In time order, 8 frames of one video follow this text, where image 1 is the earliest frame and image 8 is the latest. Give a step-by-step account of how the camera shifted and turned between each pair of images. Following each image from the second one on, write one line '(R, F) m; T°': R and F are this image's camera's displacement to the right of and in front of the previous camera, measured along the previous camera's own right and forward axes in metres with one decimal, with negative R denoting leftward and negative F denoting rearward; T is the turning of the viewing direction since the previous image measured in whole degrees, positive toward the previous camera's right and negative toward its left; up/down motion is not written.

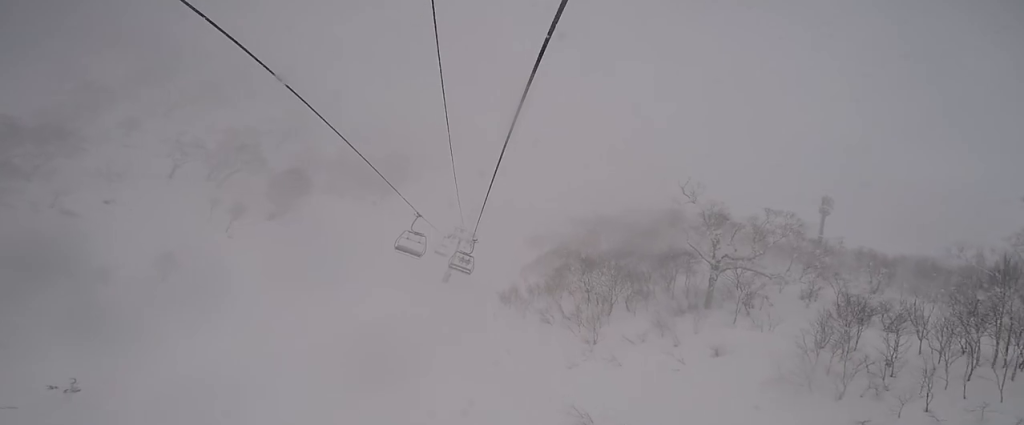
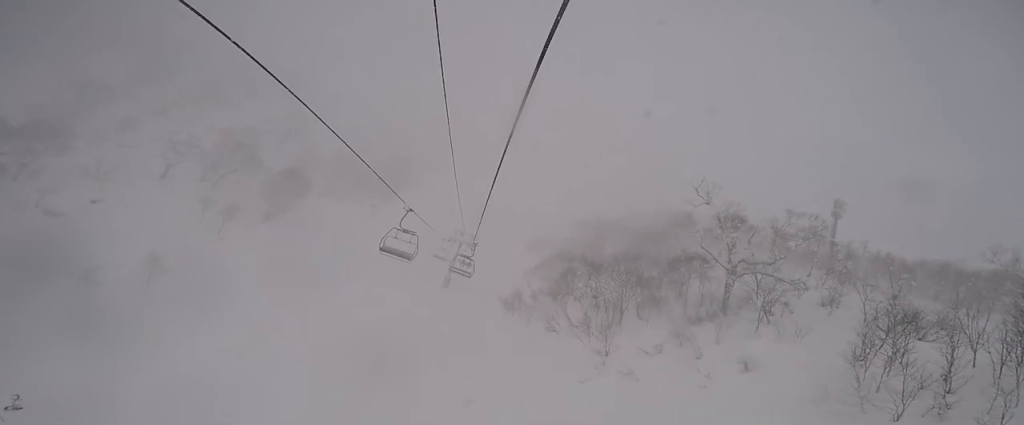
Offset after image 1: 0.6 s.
(-0.8, +2.6) m; +4°
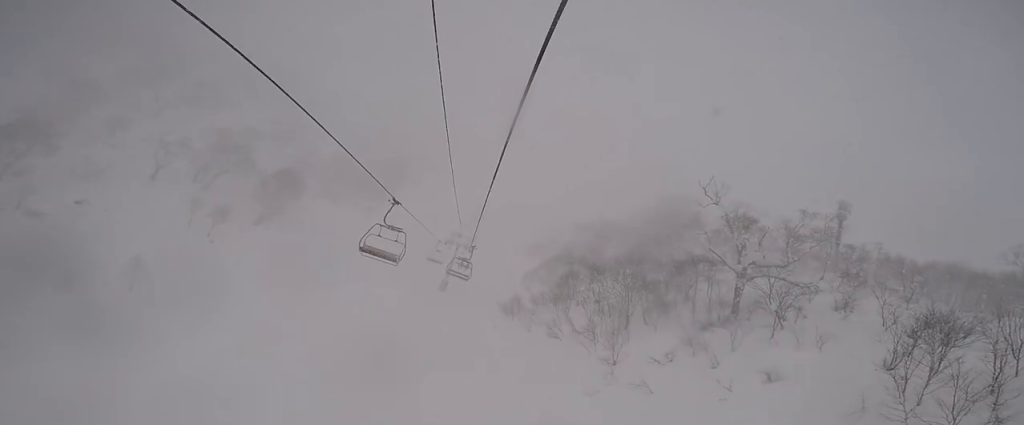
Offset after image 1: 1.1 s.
(+0.5, +1.8) m; 0°
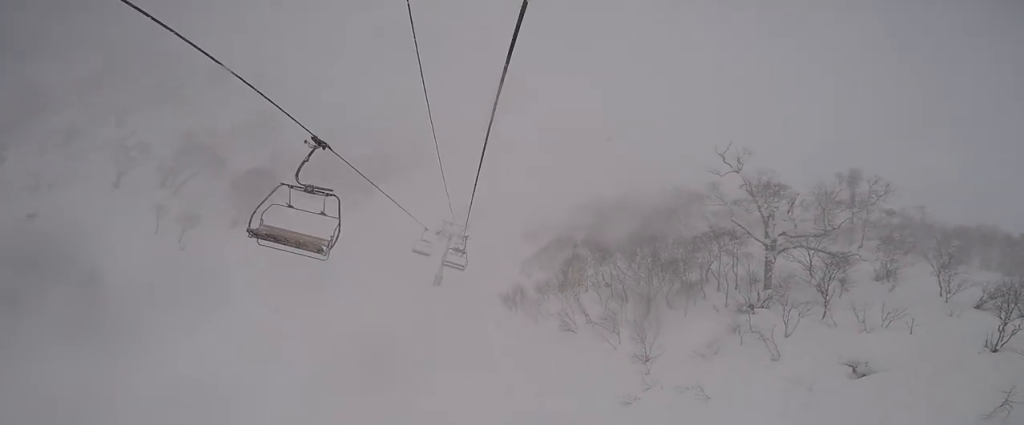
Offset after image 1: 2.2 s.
(+0.2, +4.3) m; 0°
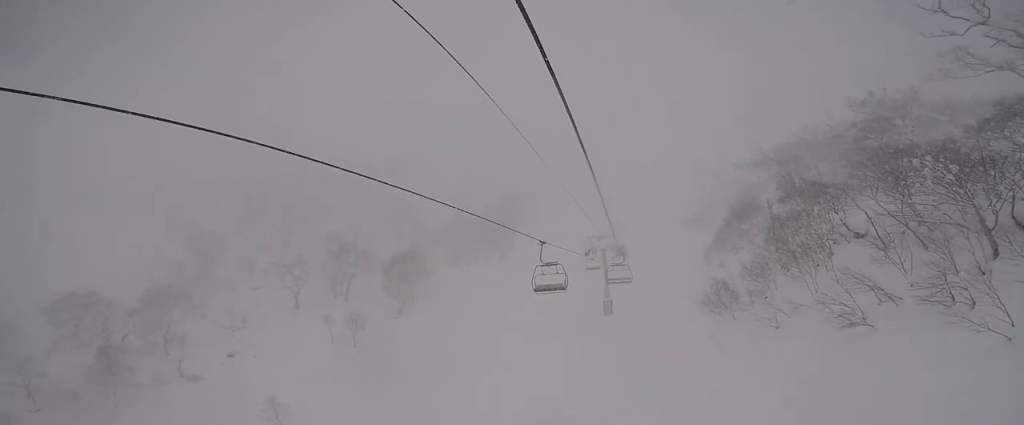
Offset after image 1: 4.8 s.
(-0.7, +9.8) m; +3°
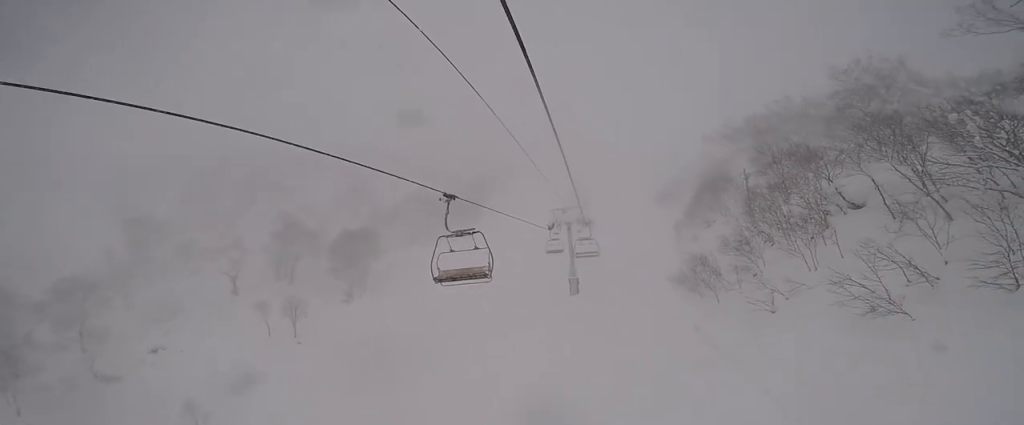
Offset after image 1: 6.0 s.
(+1.8, +5.1) m; +8°
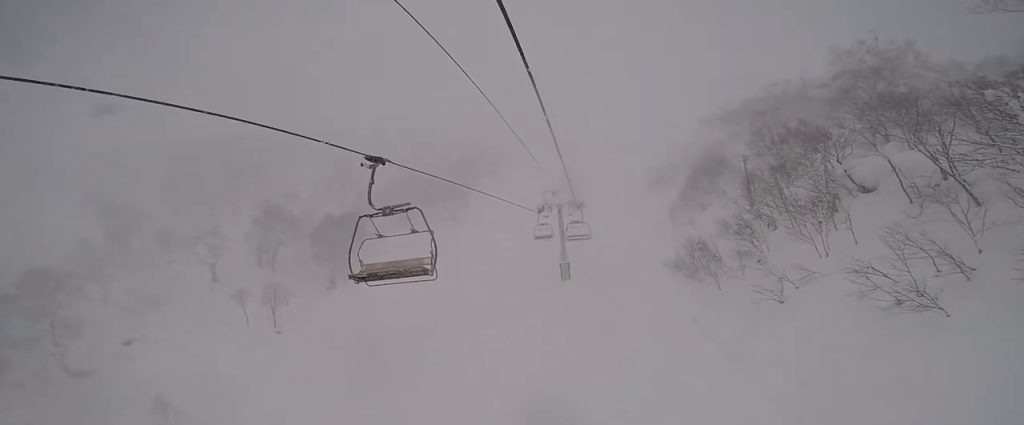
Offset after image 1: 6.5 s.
(0.0, +2.2) m; -12°
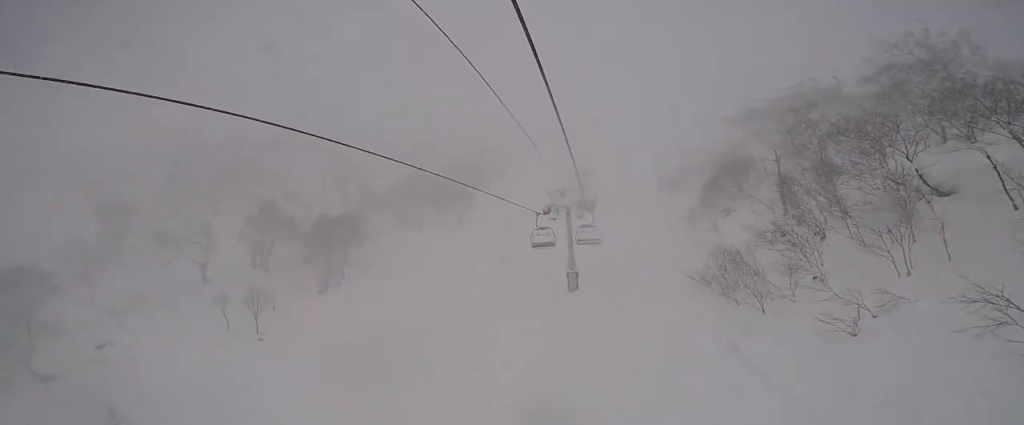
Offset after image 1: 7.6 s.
(-1.2, +4.6) m; +1°
